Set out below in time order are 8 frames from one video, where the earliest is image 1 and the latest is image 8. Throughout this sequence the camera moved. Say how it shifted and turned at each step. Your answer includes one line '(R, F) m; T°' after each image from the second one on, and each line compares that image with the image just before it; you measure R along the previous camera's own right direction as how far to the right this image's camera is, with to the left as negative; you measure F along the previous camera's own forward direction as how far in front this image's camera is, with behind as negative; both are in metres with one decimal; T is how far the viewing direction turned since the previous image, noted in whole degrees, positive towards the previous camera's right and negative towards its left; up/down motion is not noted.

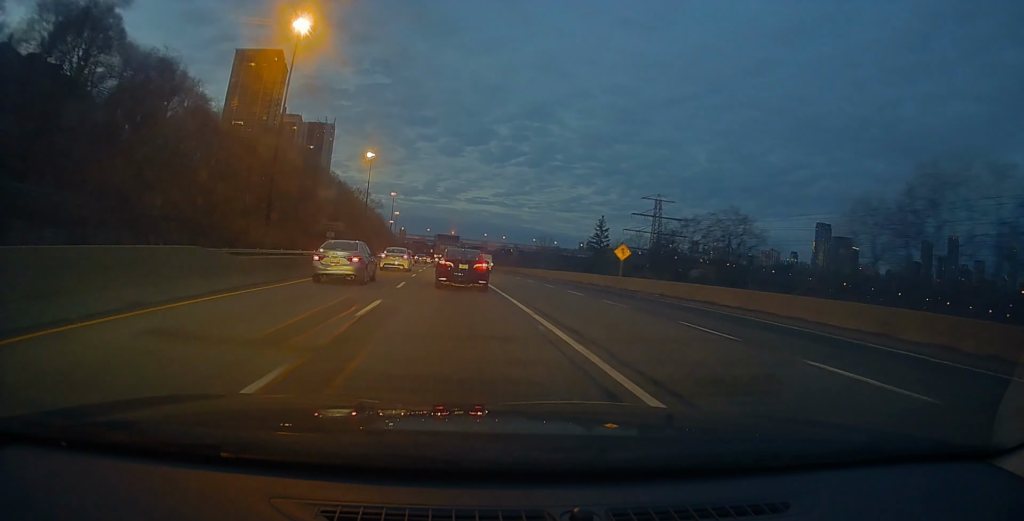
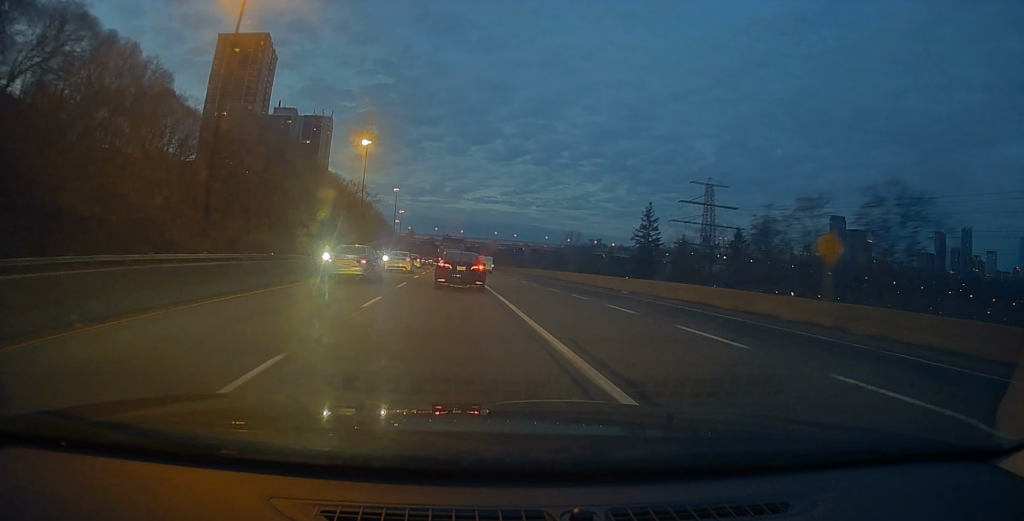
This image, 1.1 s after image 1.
(-0.1, +24.2) m; -2°
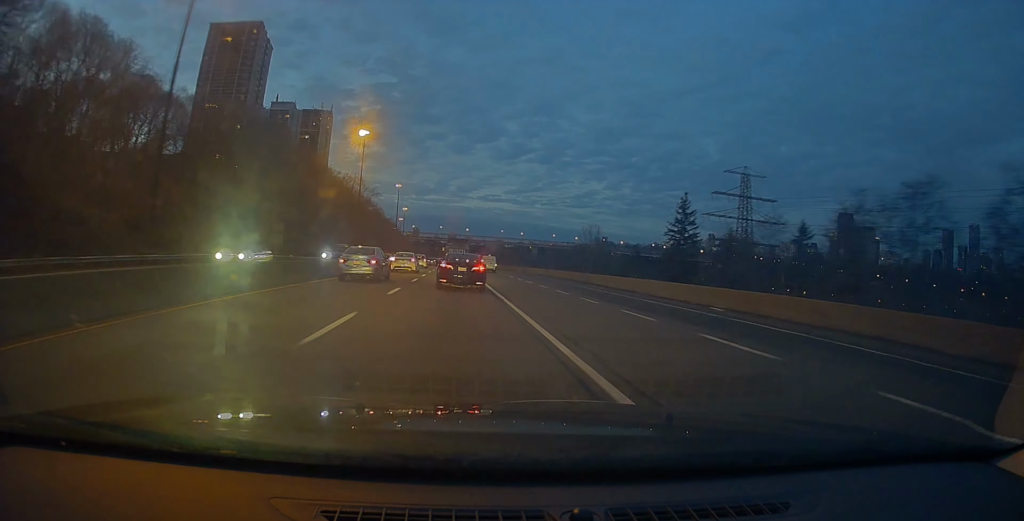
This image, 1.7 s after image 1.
(-0.4, +12.8) m; 0°
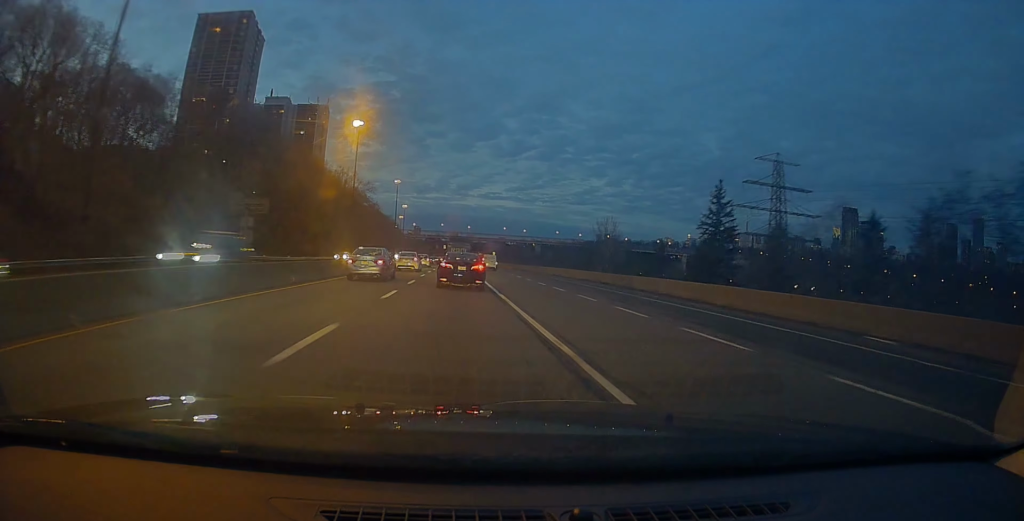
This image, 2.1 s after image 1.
(-0.2, +10.6) m; 0°
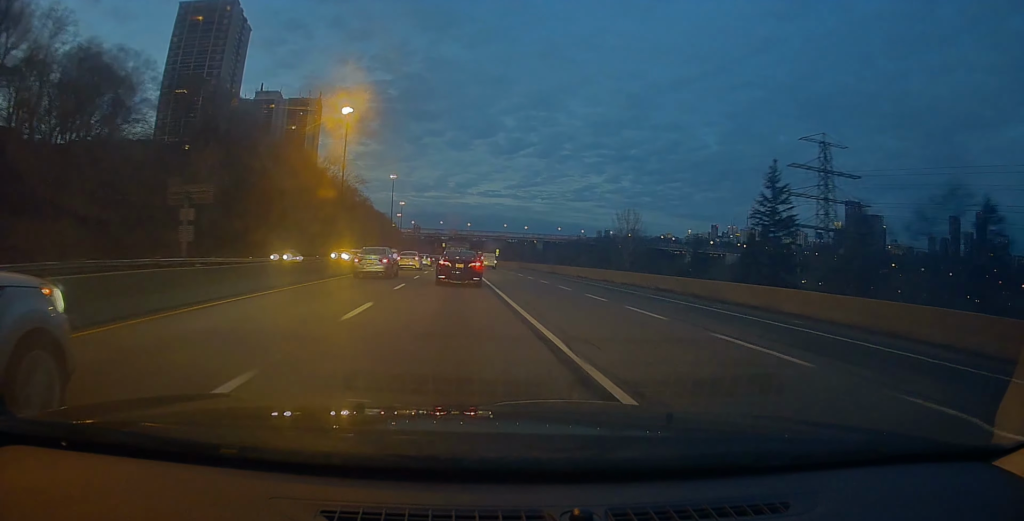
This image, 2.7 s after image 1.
(+0.4, +13.3) m; 0°
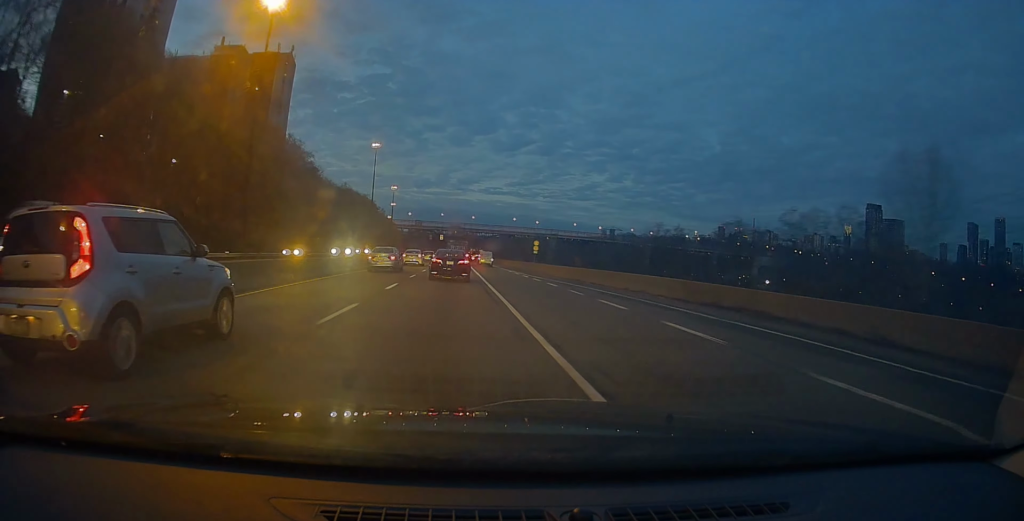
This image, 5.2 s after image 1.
(-0.6, +62.0) m; -1°
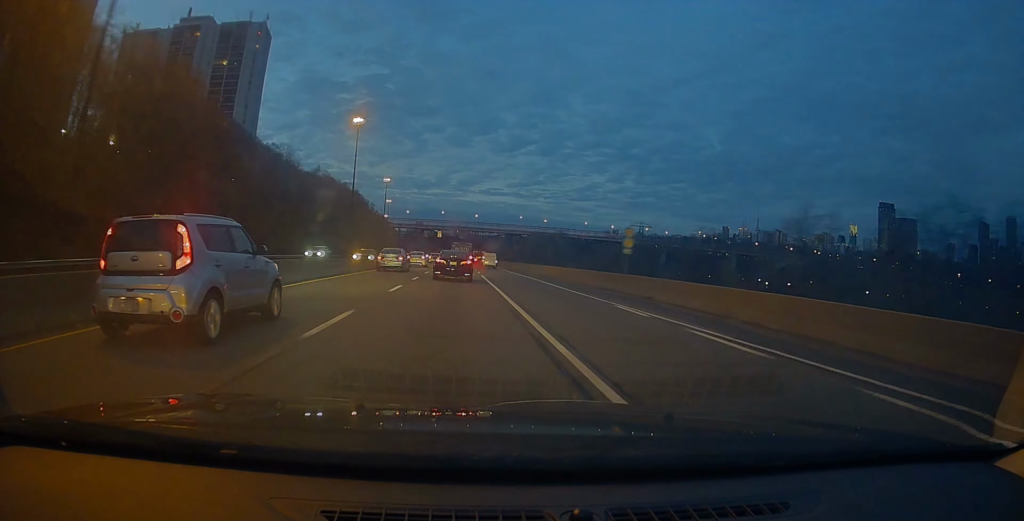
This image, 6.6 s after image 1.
(-0.3, +36.6) m; 0°
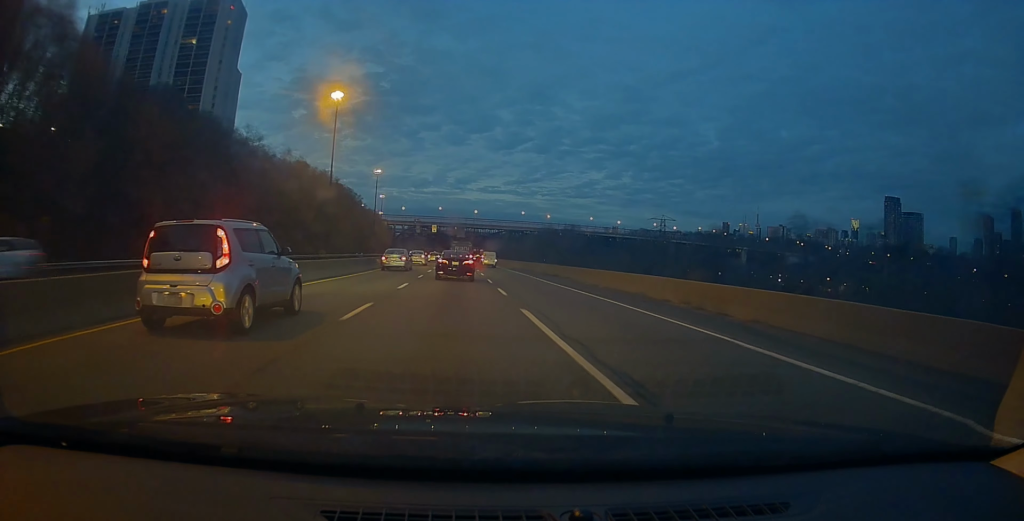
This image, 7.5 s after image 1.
(0.0, +24.1) m; 0°
